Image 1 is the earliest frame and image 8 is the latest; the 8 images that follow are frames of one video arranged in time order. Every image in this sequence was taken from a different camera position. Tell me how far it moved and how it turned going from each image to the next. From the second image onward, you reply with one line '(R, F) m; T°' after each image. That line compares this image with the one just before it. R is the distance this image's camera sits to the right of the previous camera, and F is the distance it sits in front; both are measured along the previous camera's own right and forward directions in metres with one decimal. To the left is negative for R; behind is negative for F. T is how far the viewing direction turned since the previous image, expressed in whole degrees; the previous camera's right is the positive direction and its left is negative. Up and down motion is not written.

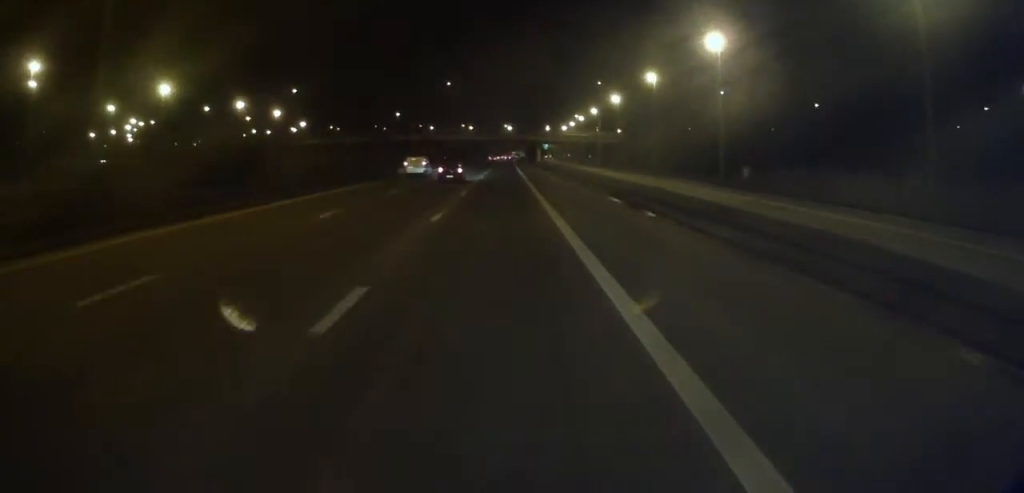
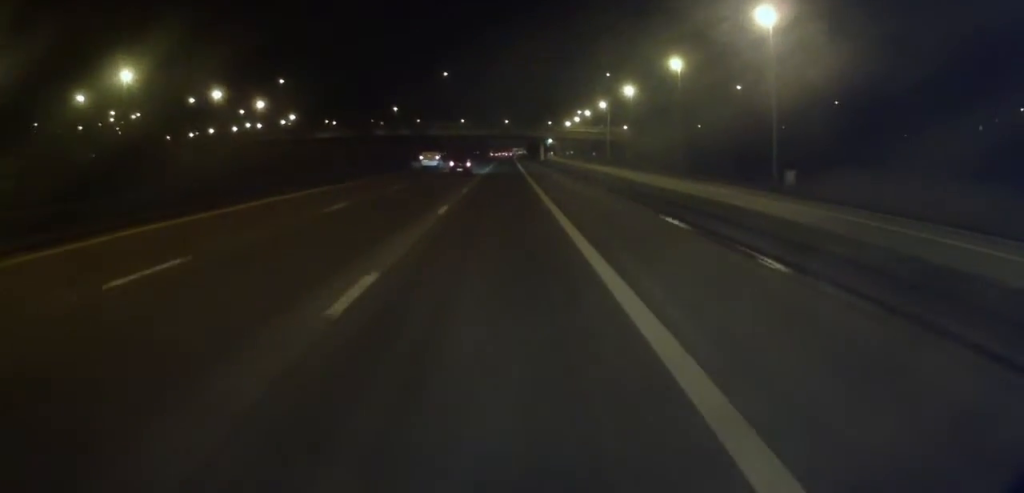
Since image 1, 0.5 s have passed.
(0.0, +11.7) m; 0°
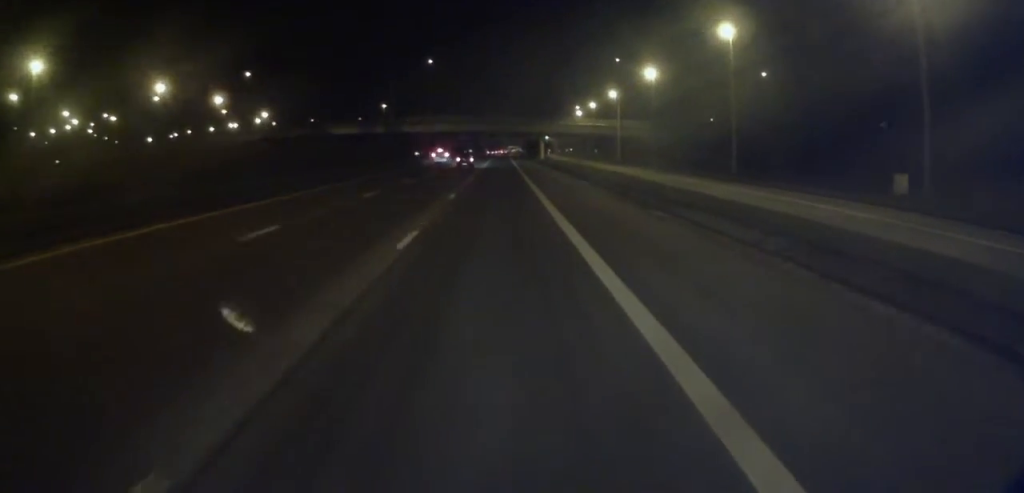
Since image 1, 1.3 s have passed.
(0.0, +19.5) m; 0°
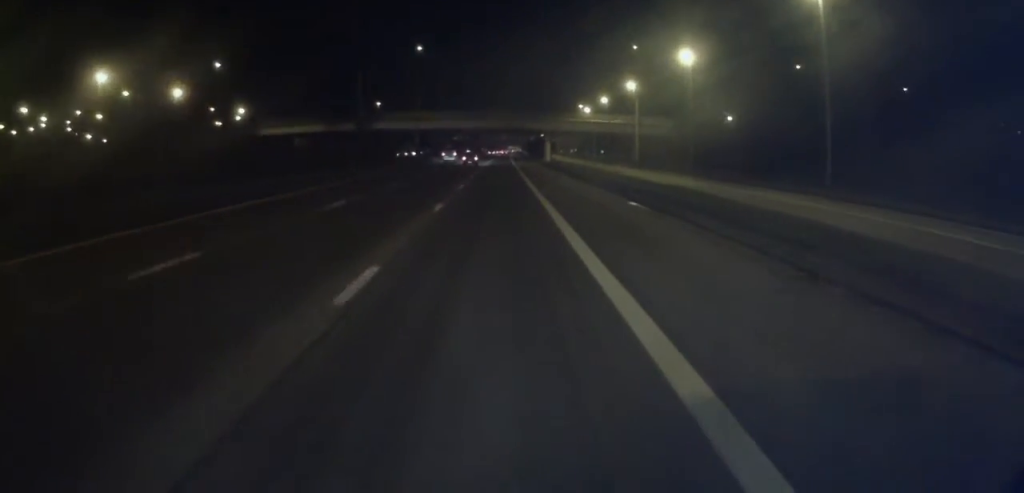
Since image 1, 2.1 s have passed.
(0.0, +17.2) m; 0°
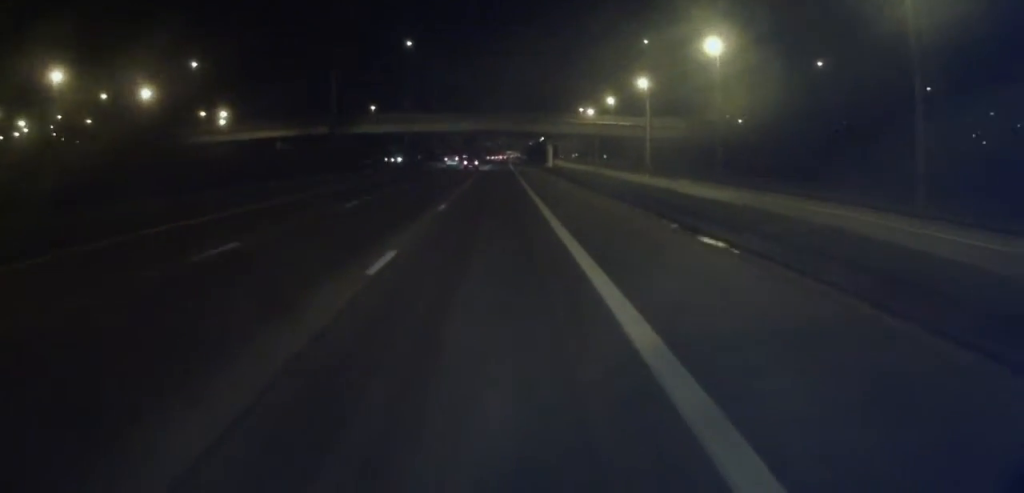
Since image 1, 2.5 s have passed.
(0.0, +10.2) m; 0°
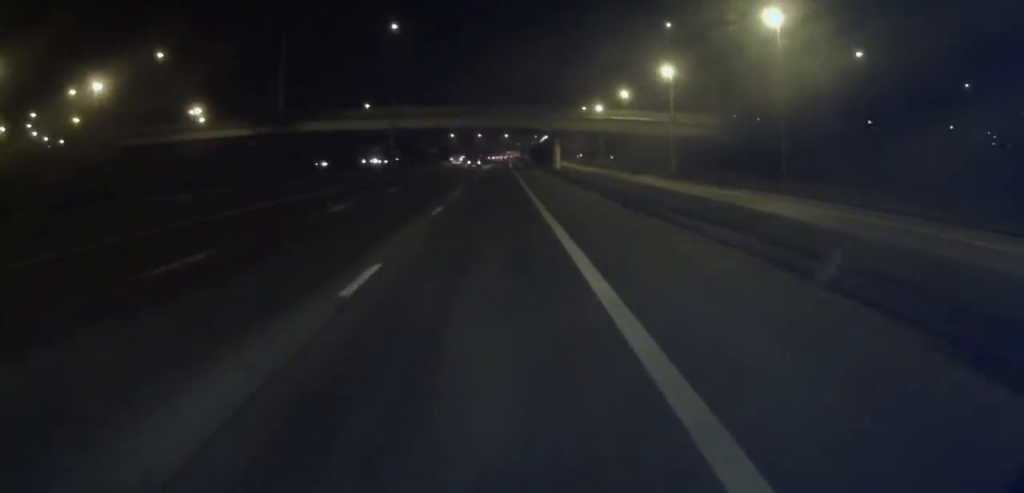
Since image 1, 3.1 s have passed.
(0.0, +14.1) m; 0°
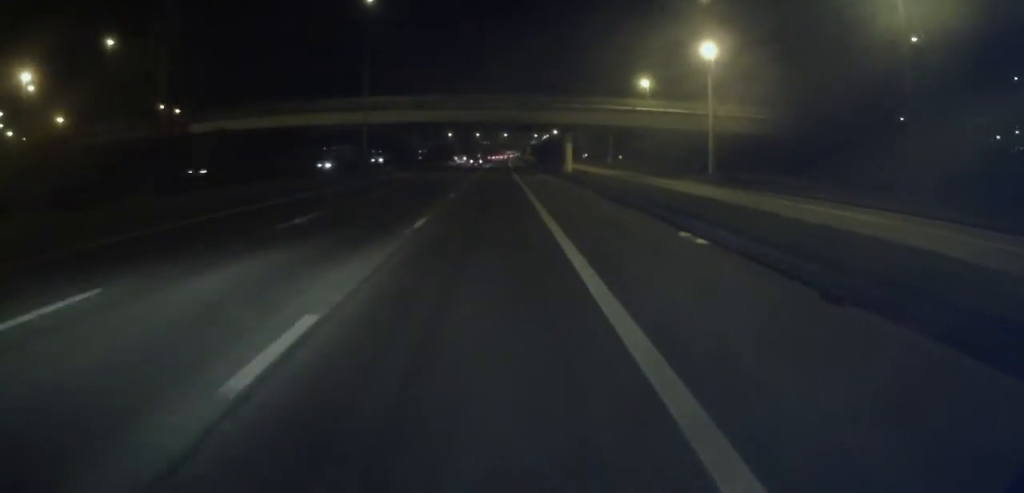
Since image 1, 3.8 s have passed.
(+0.1, +16.5) m; 0°
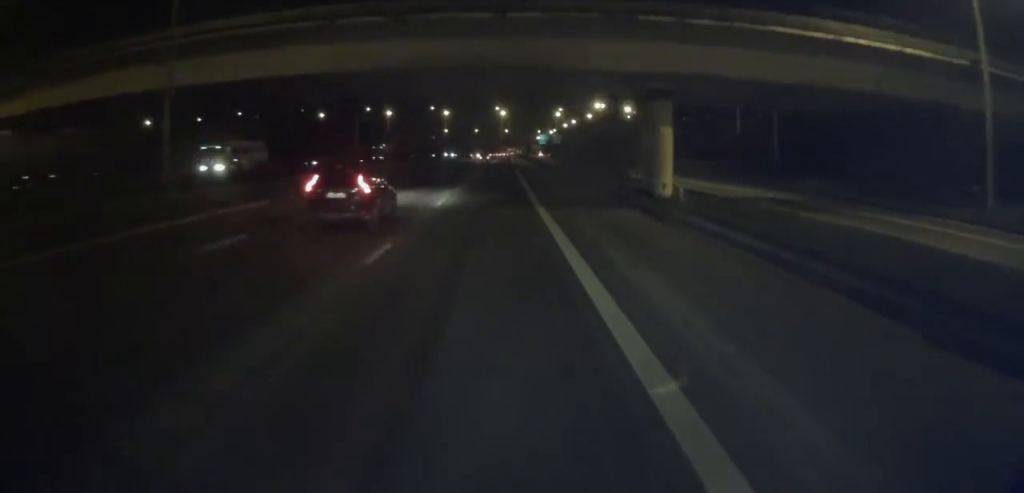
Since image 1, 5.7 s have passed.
(+0.6, +43.8) m; +1°
